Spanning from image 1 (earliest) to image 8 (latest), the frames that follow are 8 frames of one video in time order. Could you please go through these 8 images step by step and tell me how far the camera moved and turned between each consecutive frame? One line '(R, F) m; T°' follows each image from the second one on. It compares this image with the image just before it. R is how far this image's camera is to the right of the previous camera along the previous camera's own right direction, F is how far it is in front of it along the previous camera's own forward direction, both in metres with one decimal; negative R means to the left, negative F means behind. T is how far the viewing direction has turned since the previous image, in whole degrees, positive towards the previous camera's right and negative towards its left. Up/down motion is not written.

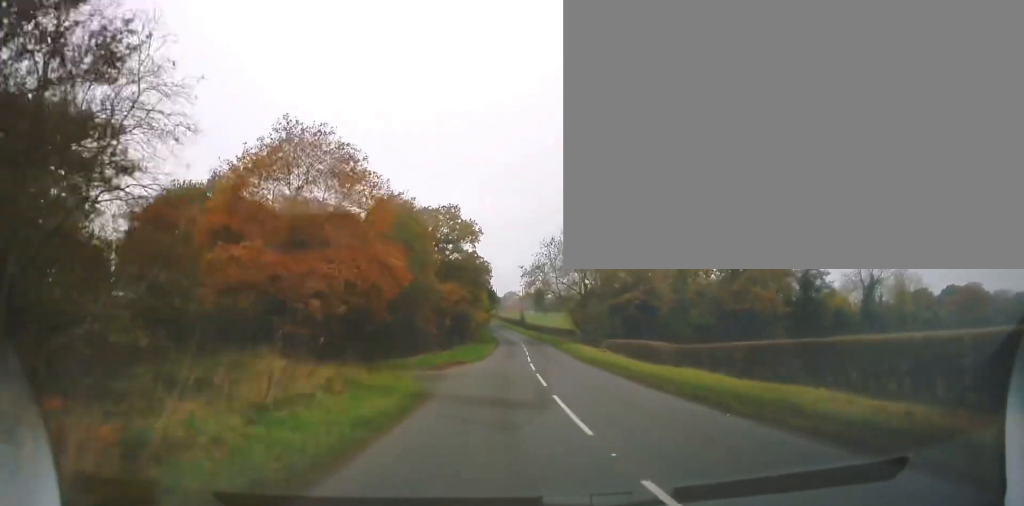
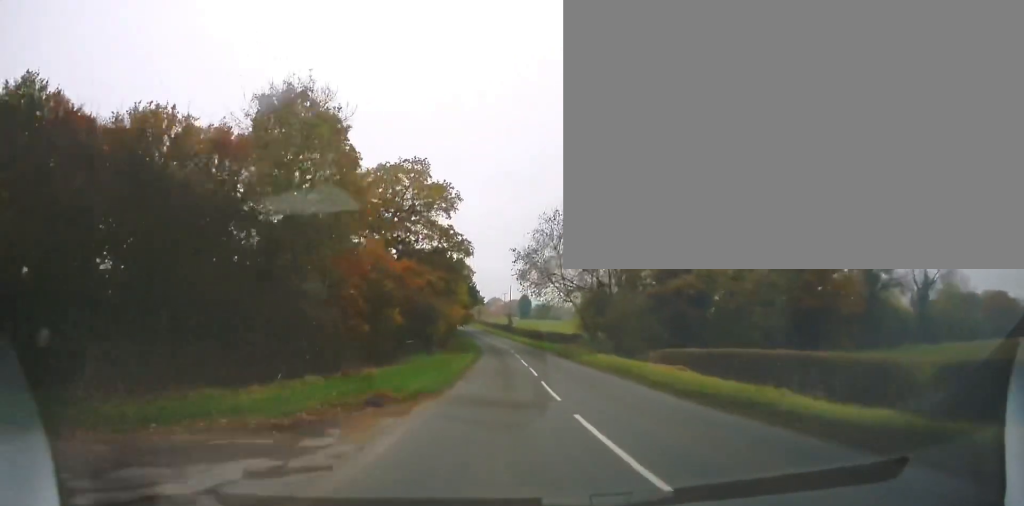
(-0.4, +21.4) m; -1°
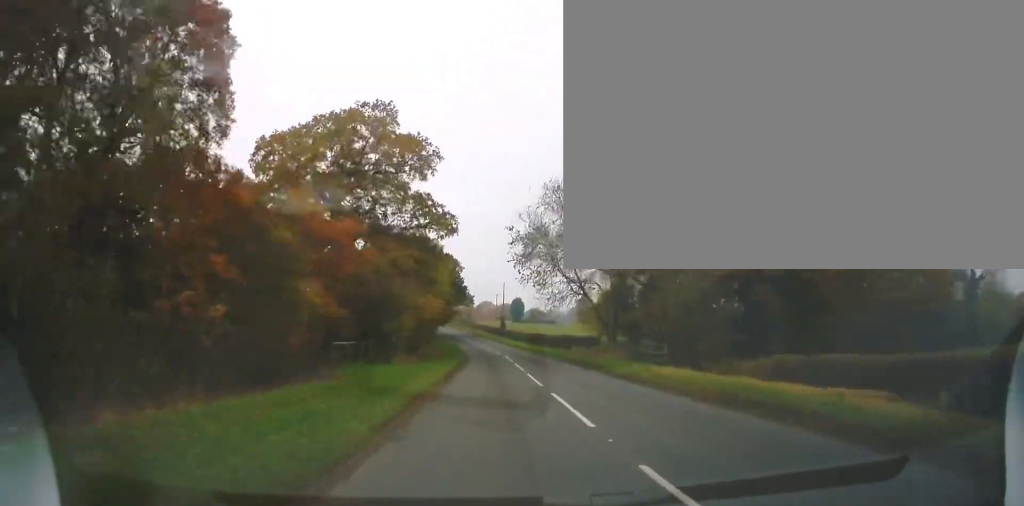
(-0.2, +14.3) m; +2°
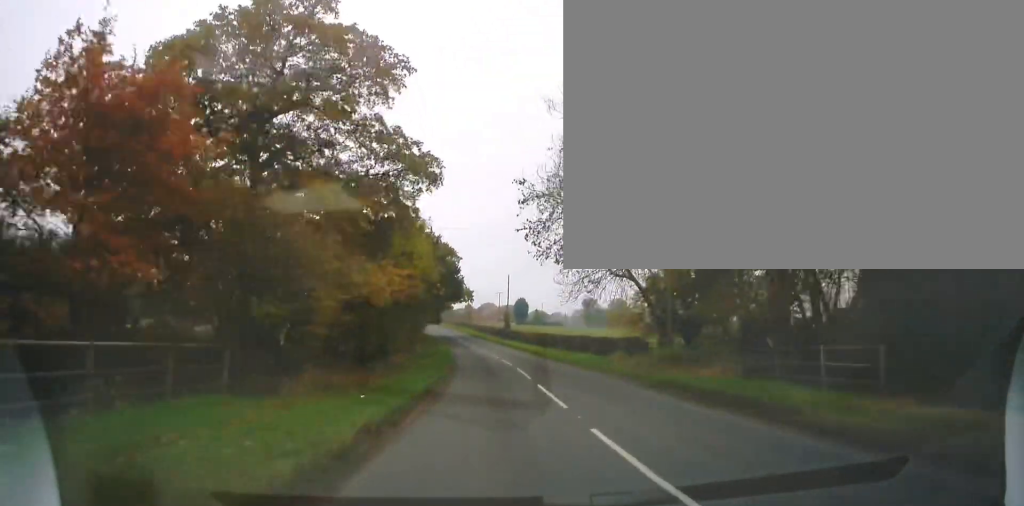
(+0.7, +15.2) m; 0°
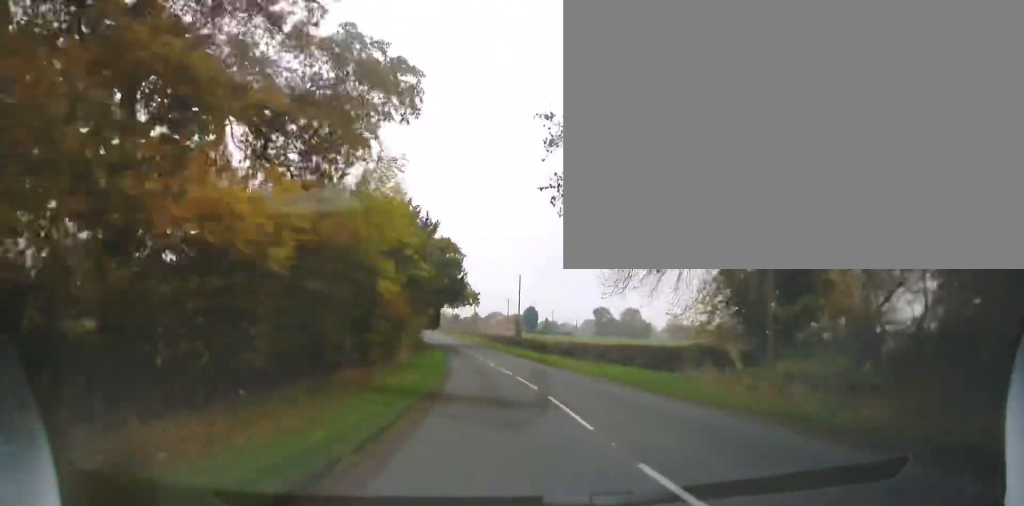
(+0.1, +11.7) m; -1°
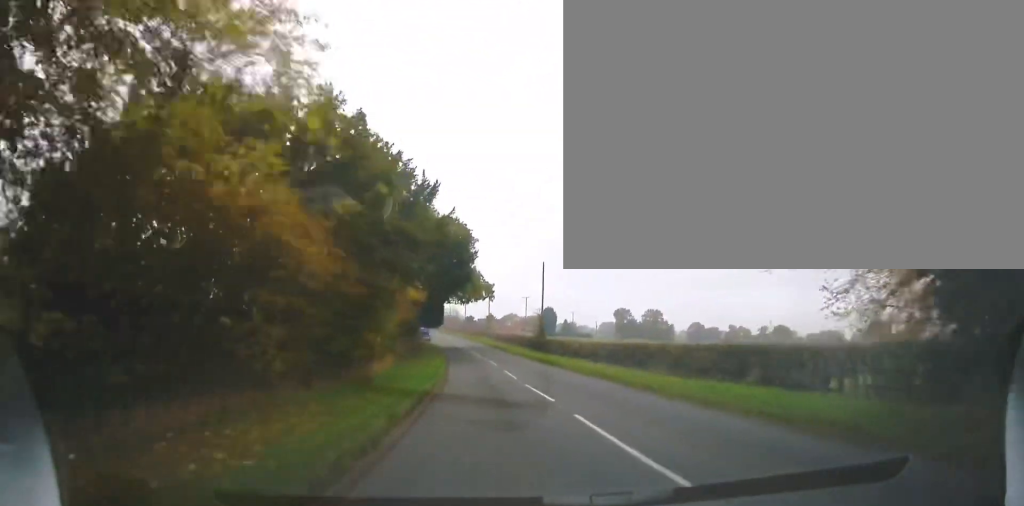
(-0.7, +13.4) m; -2°
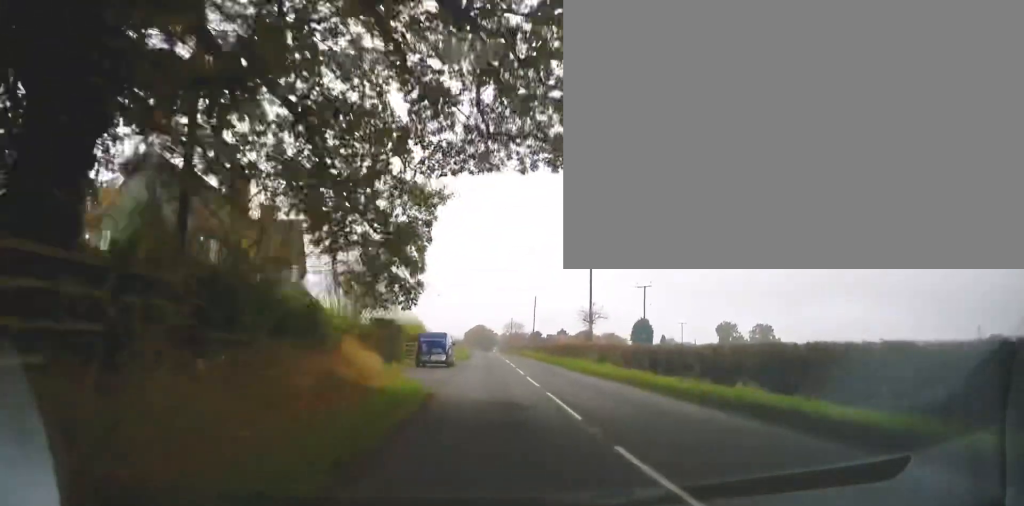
(-2.0, +57.9) m; -6°
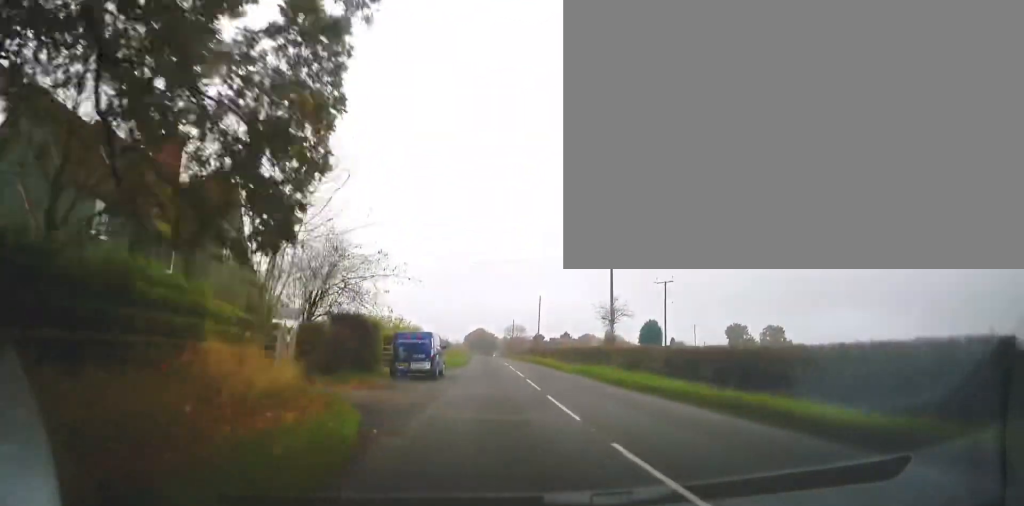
(-0.2, +8.7) m; -1°
